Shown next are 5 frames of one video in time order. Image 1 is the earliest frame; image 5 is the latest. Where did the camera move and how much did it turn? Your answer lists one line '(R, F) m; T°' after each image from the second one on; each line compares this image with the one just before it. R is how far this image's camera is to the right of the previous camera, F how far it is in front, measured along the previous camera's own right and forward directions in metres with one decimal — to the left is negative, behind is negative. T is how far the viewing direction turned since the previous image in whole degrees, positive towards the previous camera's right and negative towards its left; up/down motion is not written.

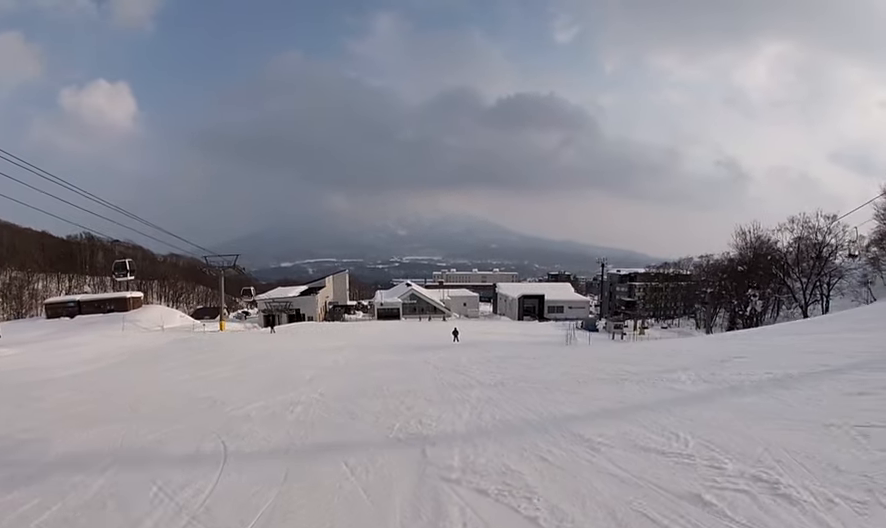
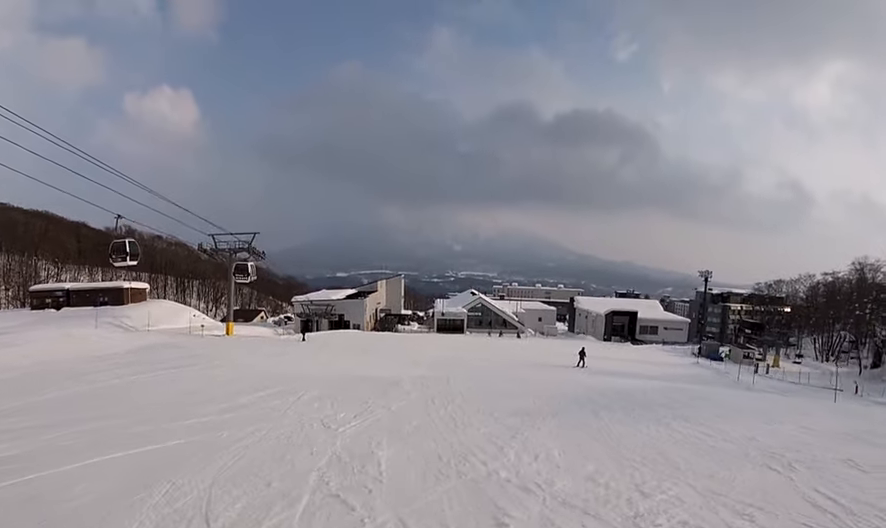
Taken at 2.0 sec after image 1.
(-3.3, +21.0) m; -10°
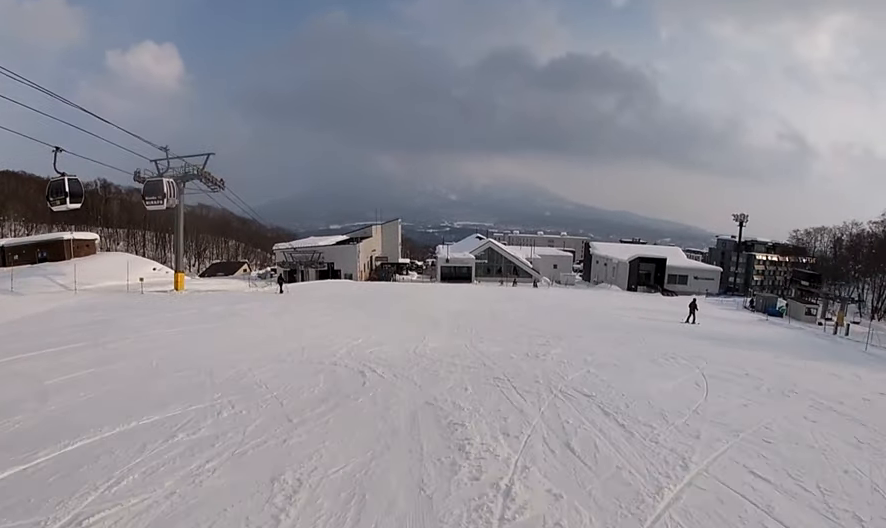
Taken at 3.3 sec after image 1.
(+0.4, +12.5) m; +1°
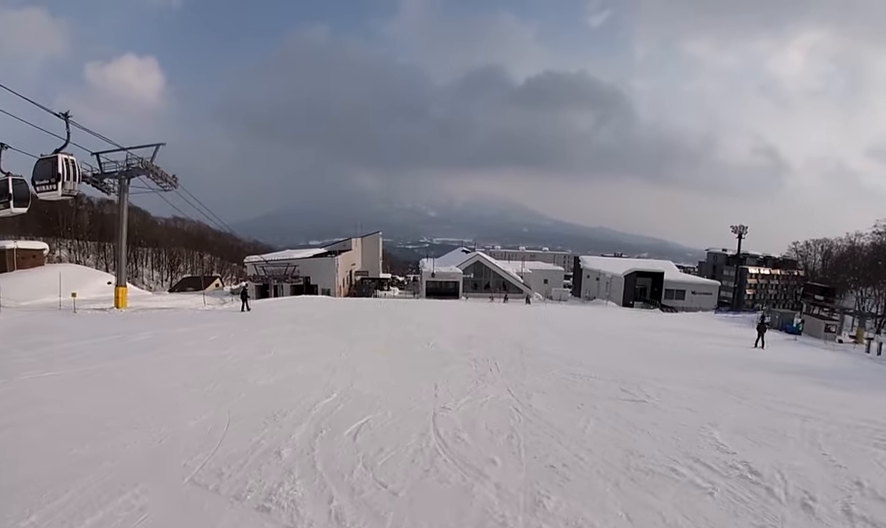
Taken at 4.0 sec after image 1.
(0.0, +7.1) m; -1°
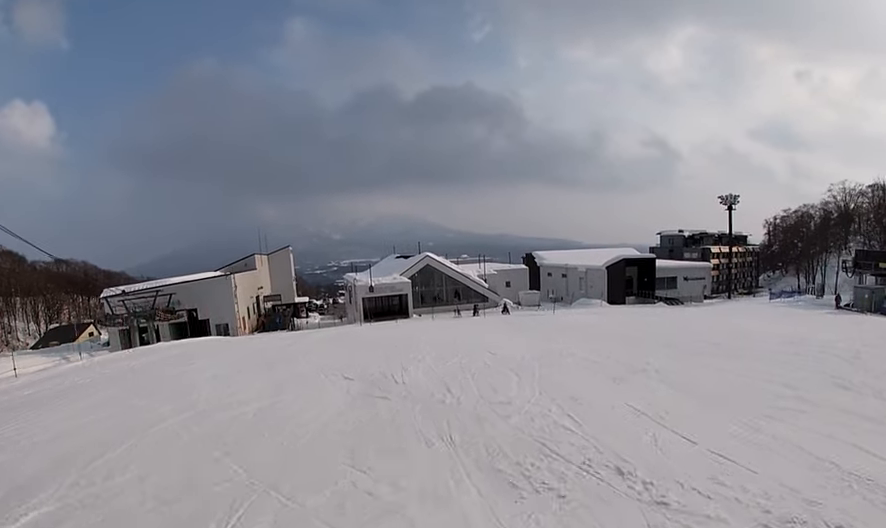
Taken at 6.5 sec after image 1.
(+0.8, +23.8) m; +7°
